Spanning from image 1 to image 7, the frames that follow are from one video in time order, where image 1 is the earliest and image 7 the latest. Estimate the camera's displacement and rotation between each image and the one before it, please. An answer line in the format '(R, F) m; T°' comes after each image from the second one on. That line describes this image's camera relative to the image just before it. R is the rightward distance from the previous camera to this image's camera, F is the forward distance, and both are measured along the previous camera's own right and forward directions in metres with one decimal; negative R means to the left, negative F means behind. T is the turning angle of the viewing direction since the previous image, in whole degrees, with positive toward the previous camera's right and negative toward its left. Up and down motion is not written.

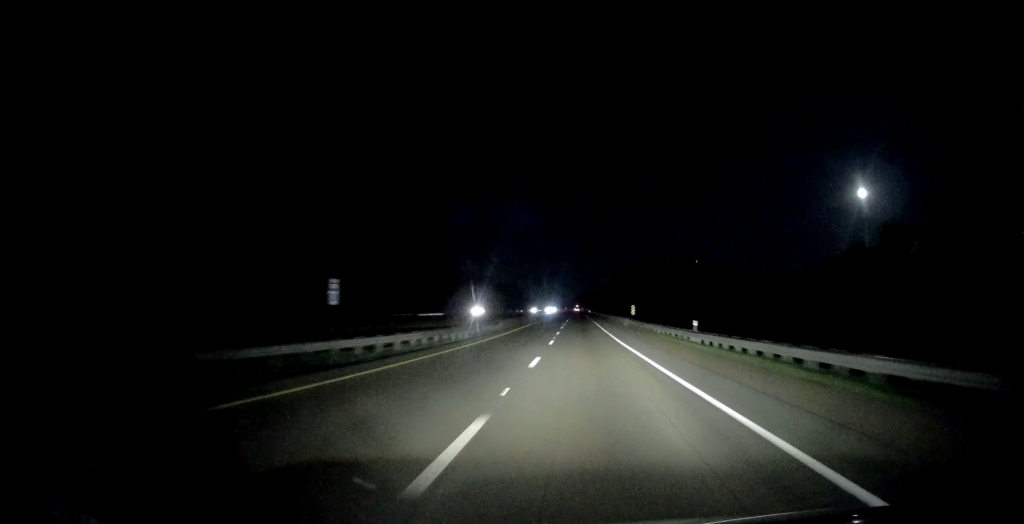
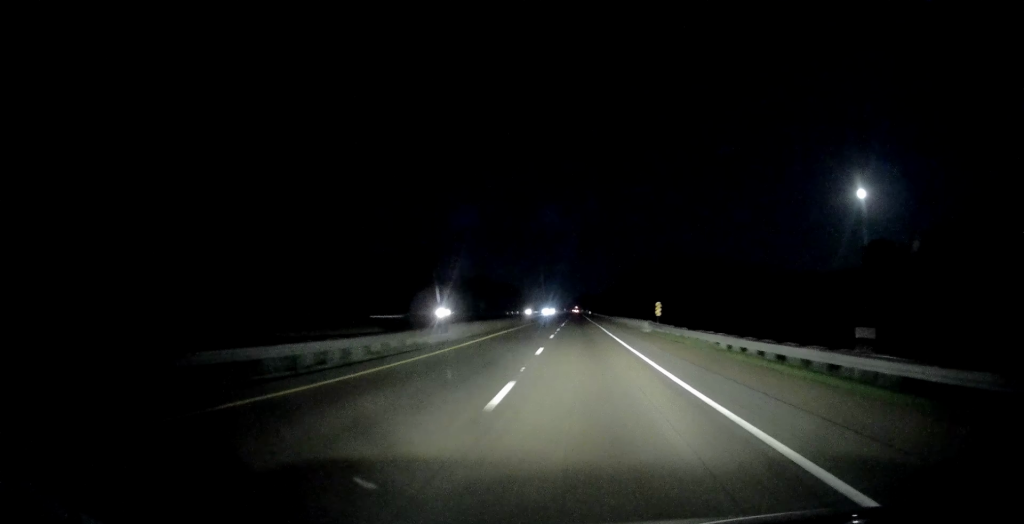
(0.0, +20.7) m; 0°
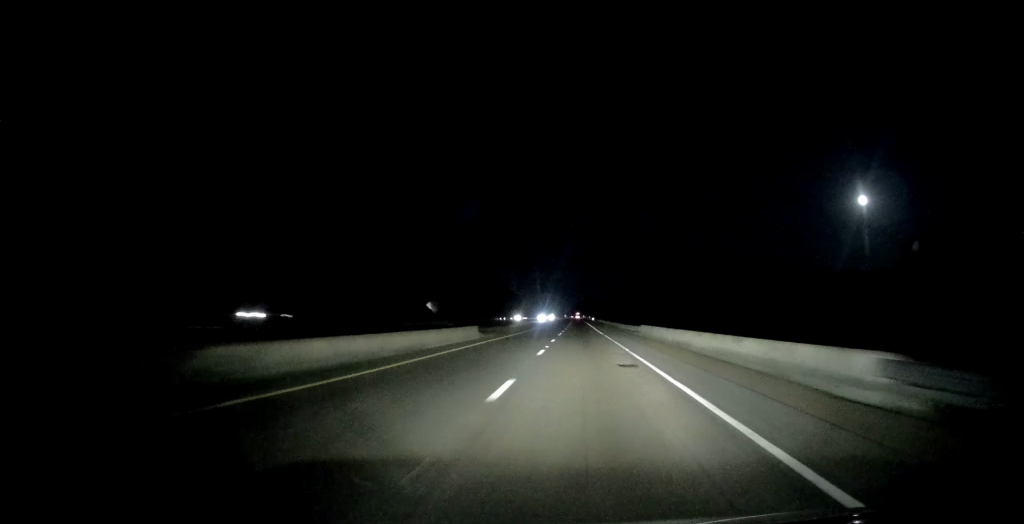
(0.0, +35.3) m; 0°
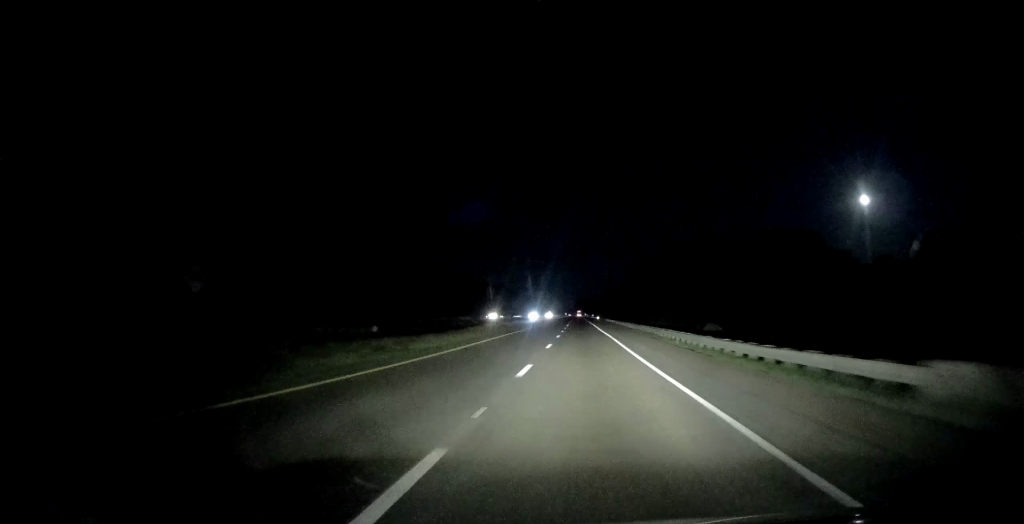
(+0.4, +43.6) m; +1°
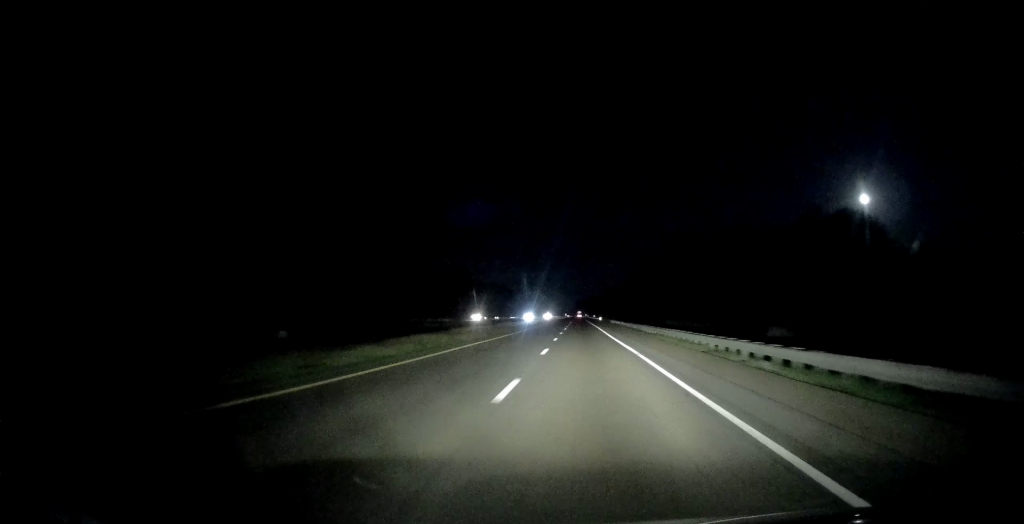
(+0.3, +16.7) m; 0°
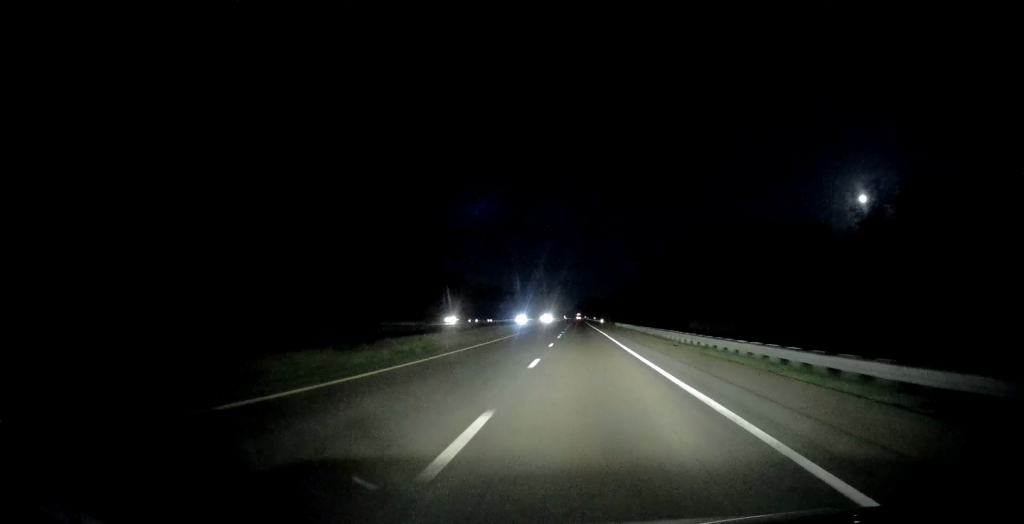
(-0.1, +16.7) m; 0°
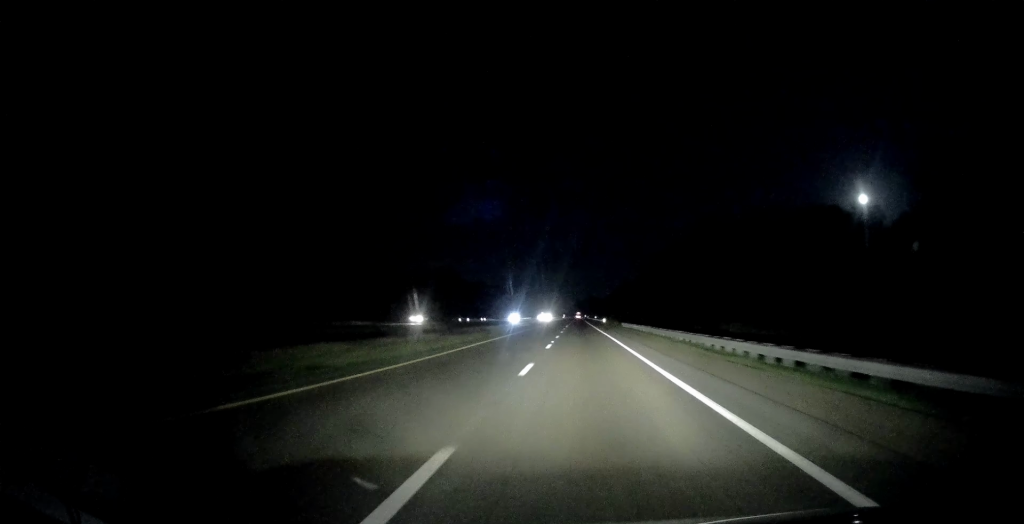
(-0.2, +14.6) m; -1°
